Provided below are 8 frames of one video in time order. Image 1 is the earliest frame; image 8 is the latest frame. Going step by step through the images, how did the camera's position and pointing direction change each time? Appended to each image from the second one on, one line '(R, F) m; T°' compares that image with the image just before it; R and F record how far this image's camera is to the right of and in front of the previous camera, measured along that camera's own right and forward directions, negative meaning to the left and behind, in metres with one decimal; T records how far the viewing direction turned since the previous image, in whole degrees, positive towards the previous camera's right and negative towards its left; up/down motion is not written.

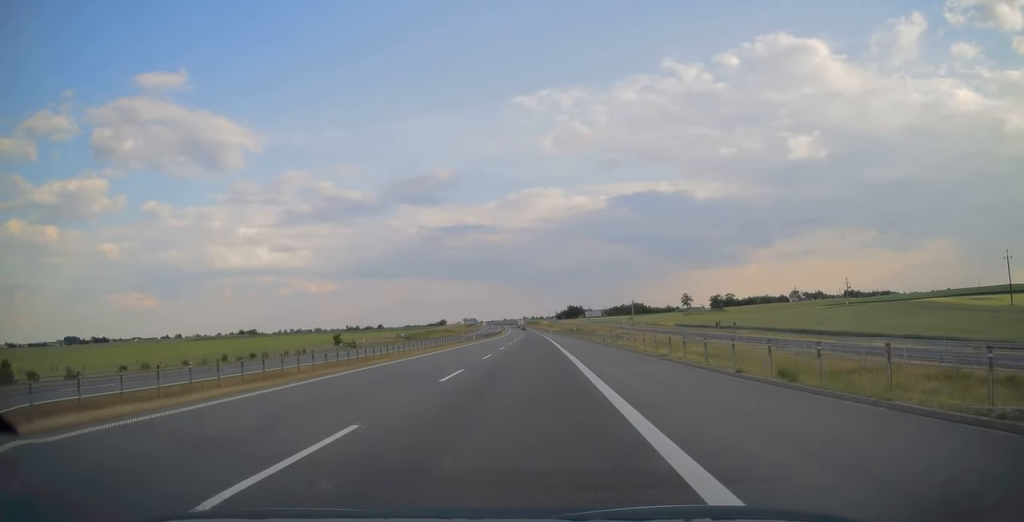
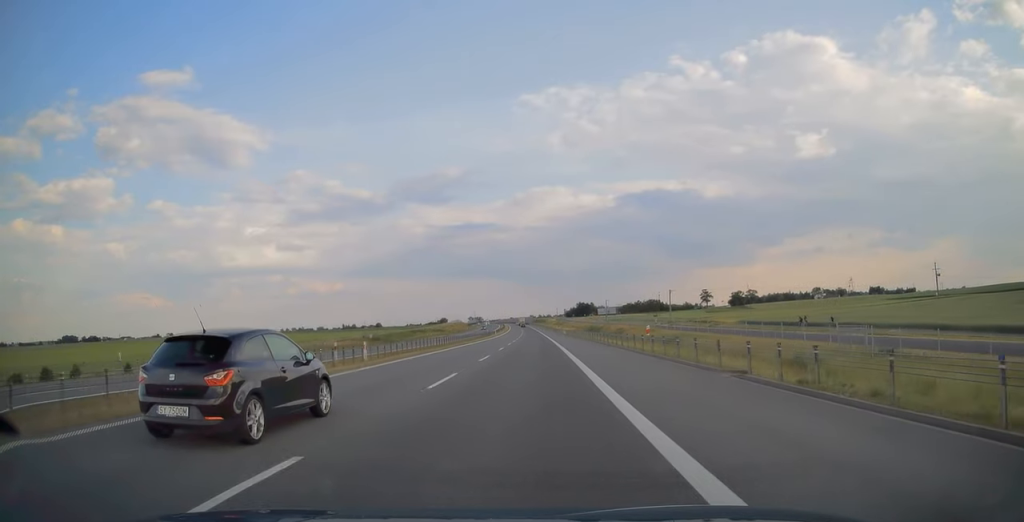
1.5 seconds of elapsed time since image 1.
(-0.4, +50.4) m; -1°
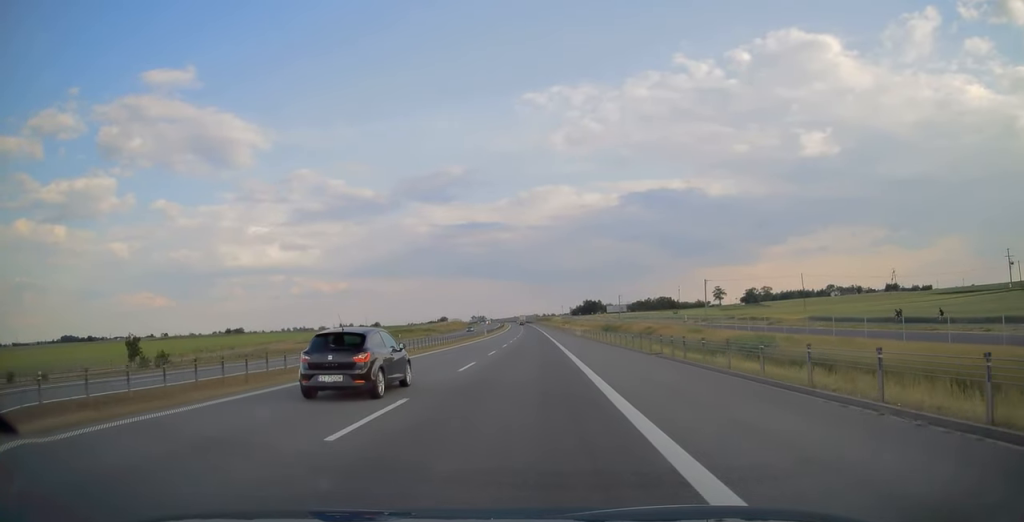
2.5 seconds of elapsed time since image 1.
(-0.1, +30.7) m; 0°
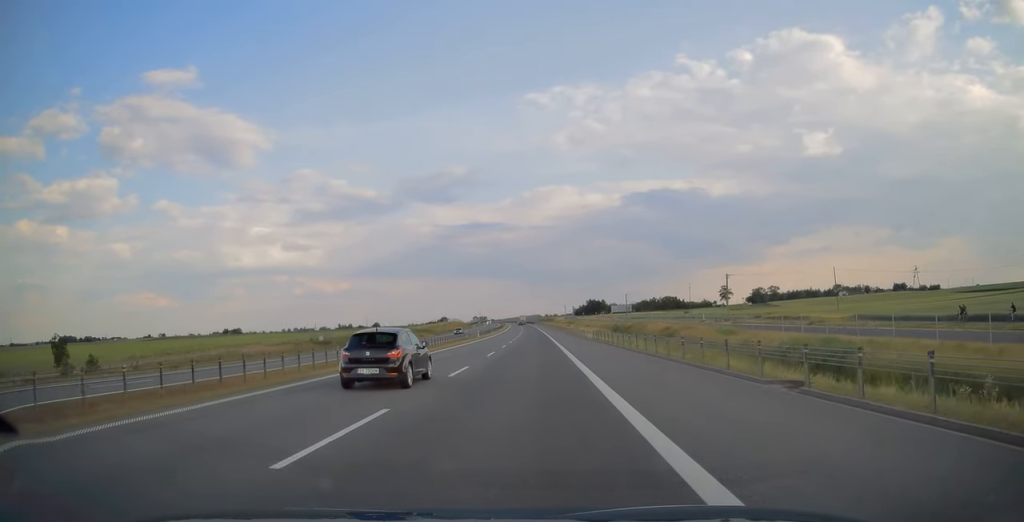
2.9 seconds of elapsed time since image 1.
(-0.1, +13.7) m; 0°
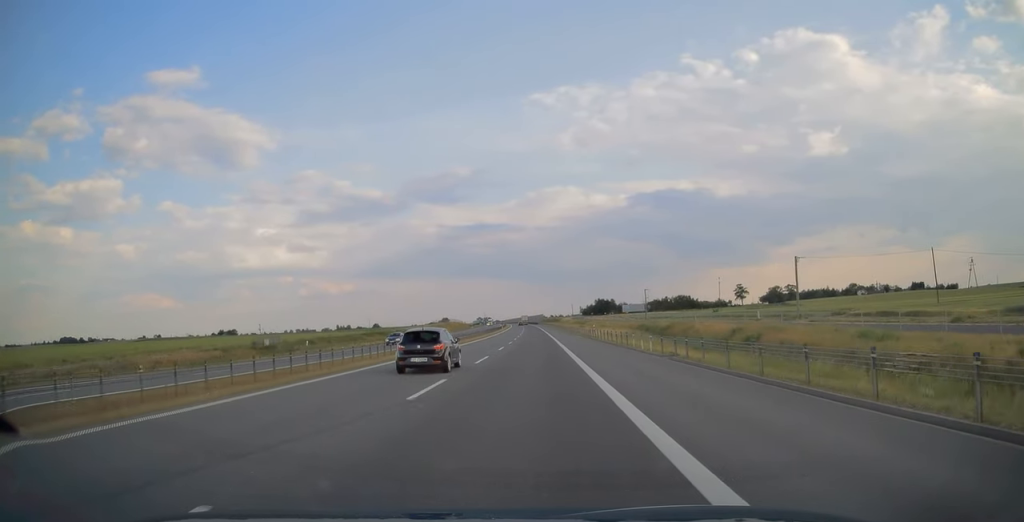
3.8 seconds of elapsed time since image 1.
(-0.1, +29.6) m; 0°
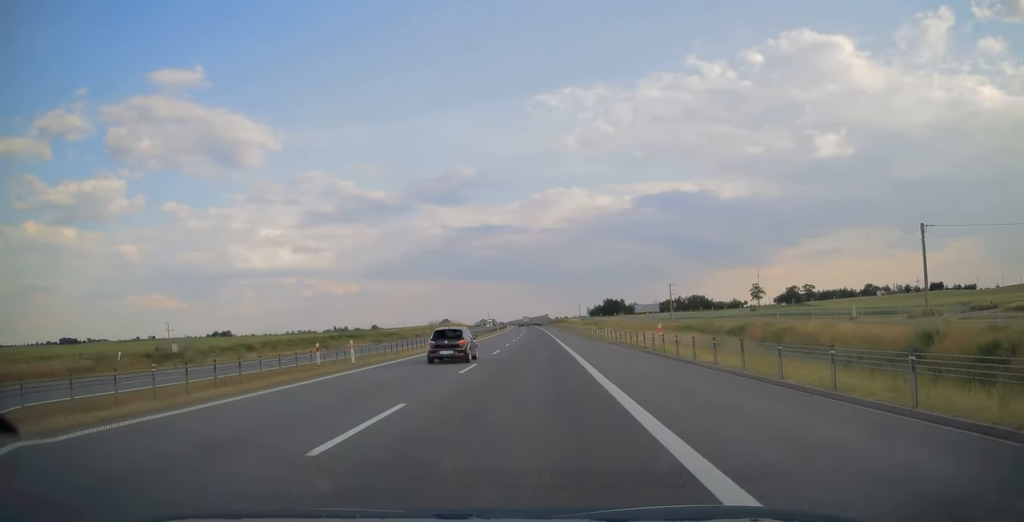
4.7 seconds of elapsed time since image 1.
(-0.1, +29.6) m; 0°
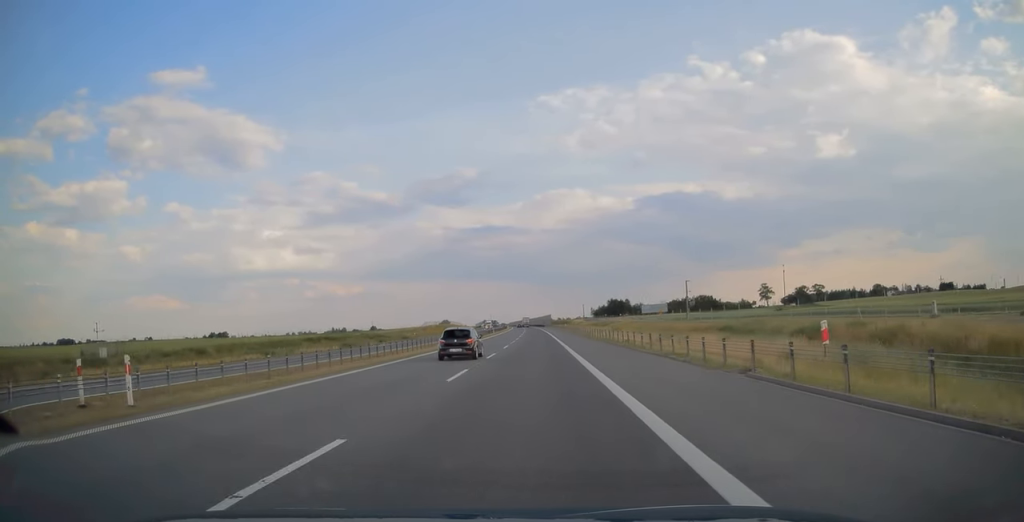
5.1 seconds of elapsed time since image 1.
(-0.1, +15.3) m; 0°
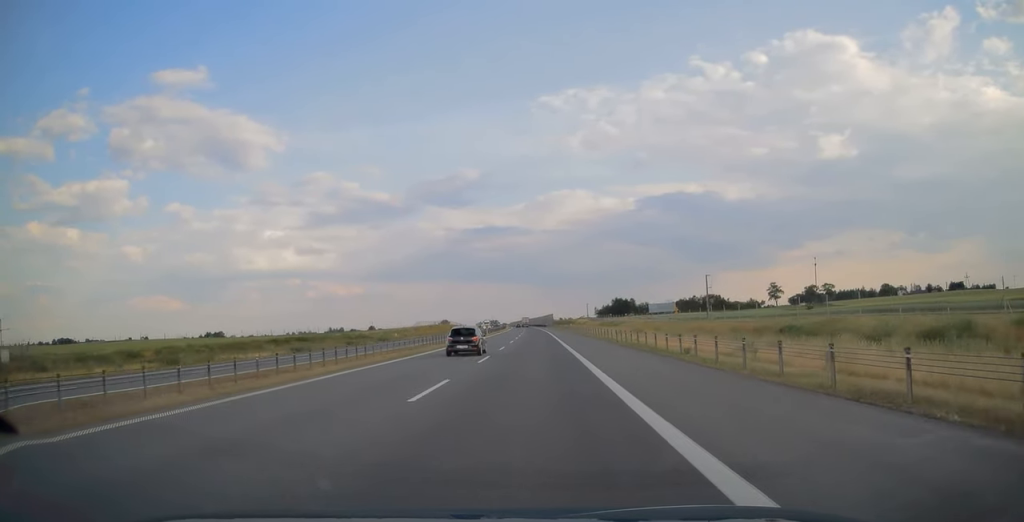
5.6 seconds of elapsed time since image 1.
(0.0, +15.9) m; 0°
